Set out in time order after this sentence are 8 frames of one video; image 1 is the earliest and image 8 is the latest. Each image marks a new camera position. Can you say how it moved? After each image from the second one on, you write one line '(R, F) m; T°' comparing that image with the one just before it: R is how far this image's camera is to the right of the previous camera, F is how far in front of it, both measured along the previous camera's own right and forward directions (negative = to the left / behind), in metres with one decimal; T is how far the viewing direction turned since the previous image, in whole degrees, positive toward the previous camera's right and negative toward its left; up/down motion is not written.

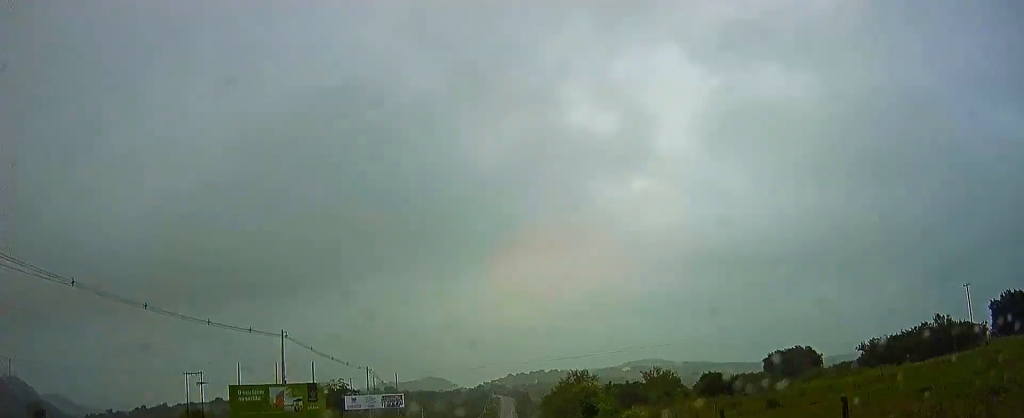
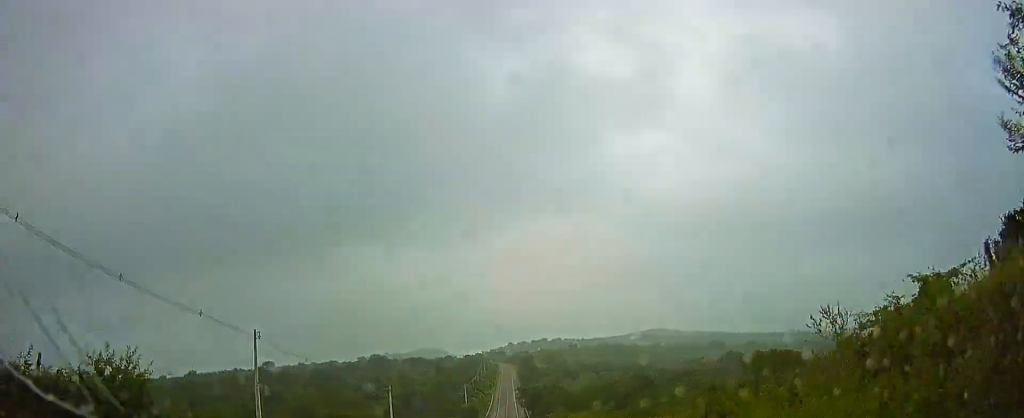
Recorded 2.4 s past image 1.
(+0.1, +86.5) m; 0°
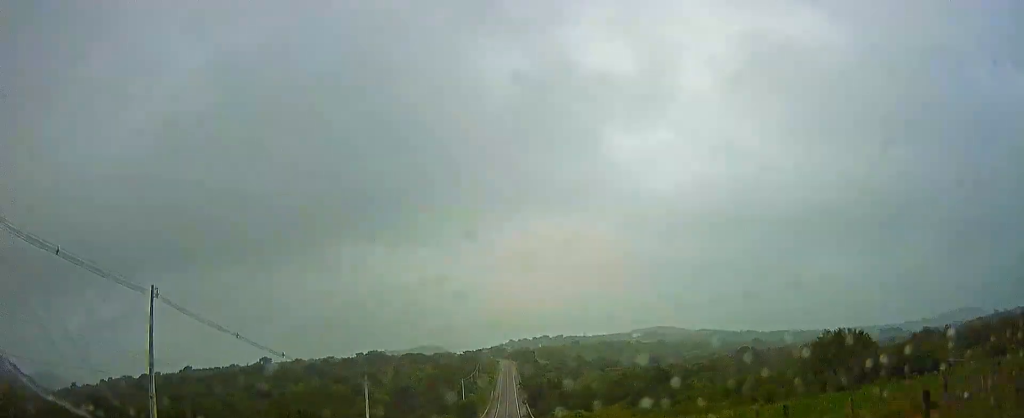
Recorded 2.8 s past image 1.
(-0.1, +14.5) m; 0°
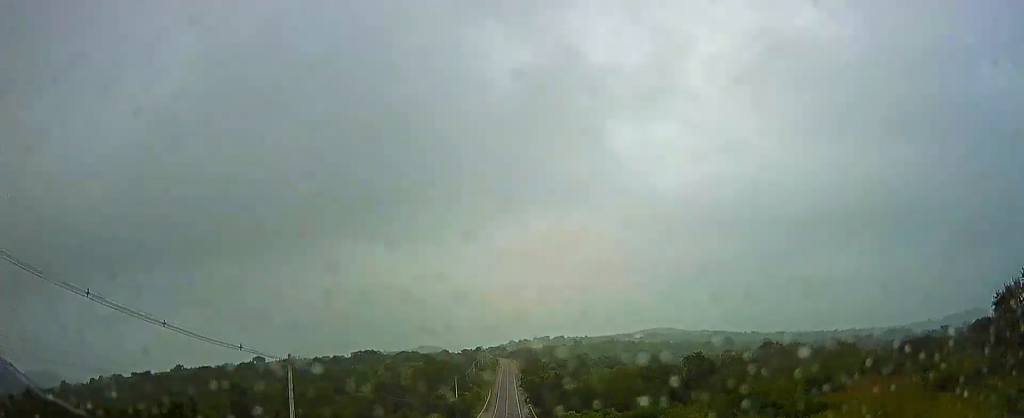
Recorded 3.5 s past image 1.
(0.0, +24.3) m; 0°
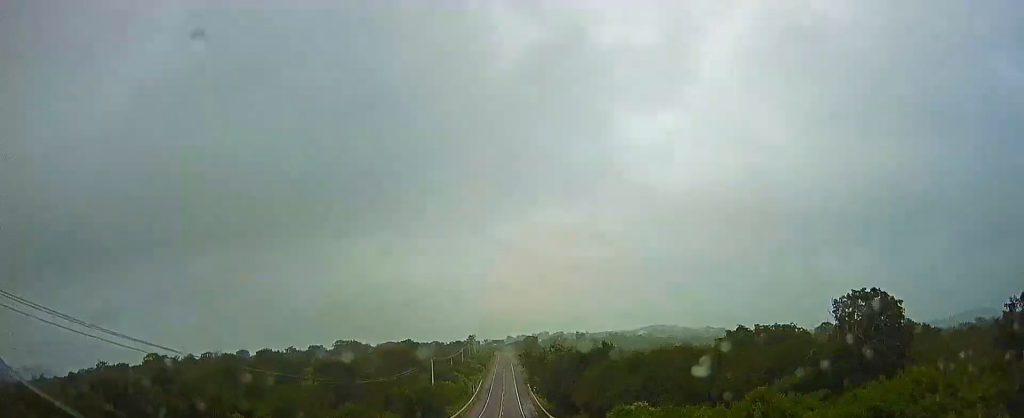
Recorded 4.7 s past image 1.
(+0.3, +45.8) m; +1°
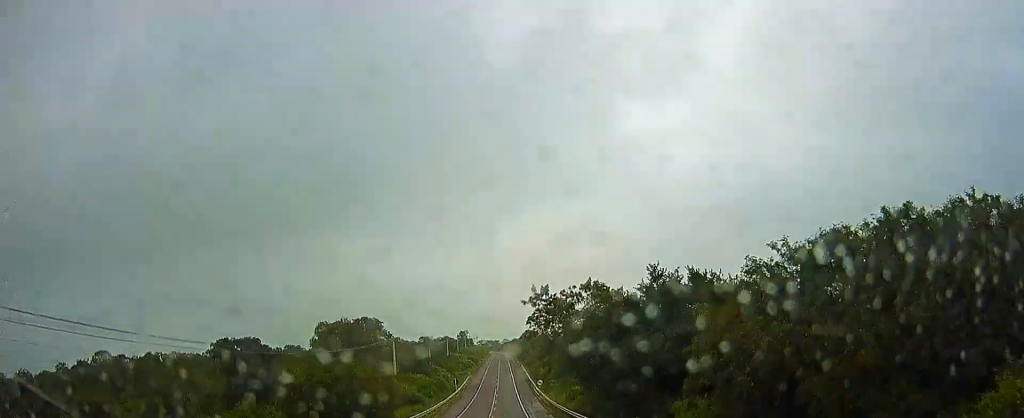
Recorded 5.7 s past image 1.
(+0.1, +37.0) m; 0°
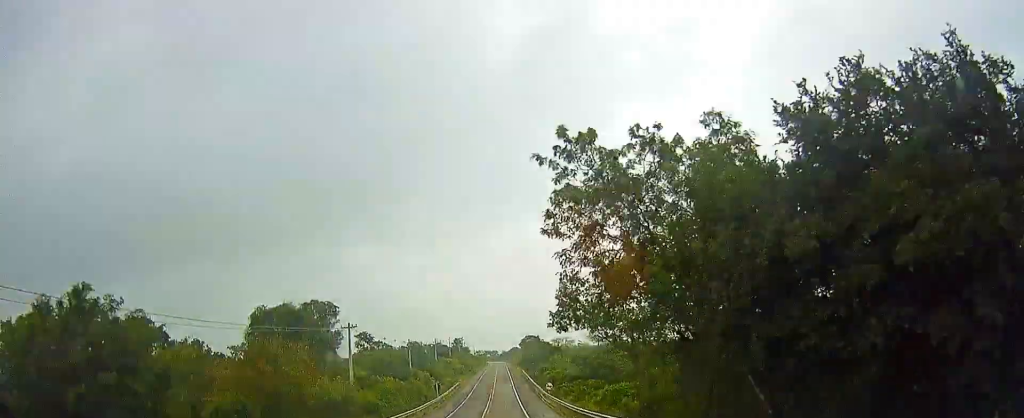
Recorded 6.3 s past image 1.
(0.0, +23.4) m; 0°
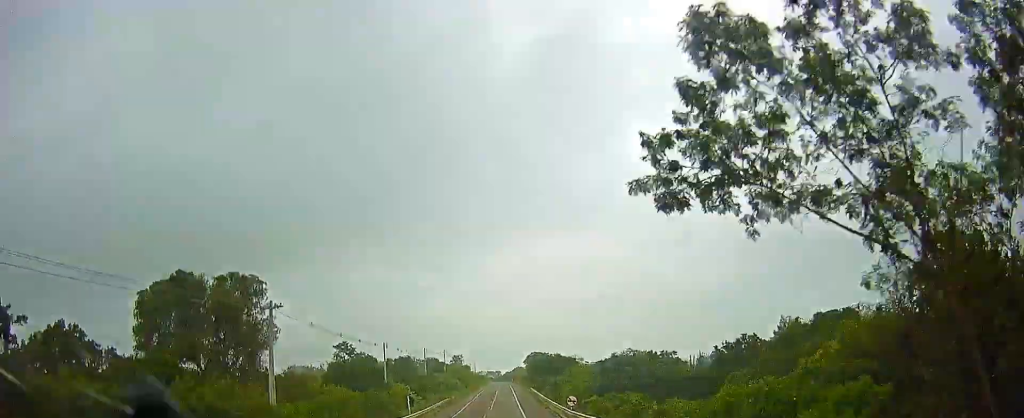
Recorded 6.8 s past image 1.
(0.0, +22.3) m; 0°
